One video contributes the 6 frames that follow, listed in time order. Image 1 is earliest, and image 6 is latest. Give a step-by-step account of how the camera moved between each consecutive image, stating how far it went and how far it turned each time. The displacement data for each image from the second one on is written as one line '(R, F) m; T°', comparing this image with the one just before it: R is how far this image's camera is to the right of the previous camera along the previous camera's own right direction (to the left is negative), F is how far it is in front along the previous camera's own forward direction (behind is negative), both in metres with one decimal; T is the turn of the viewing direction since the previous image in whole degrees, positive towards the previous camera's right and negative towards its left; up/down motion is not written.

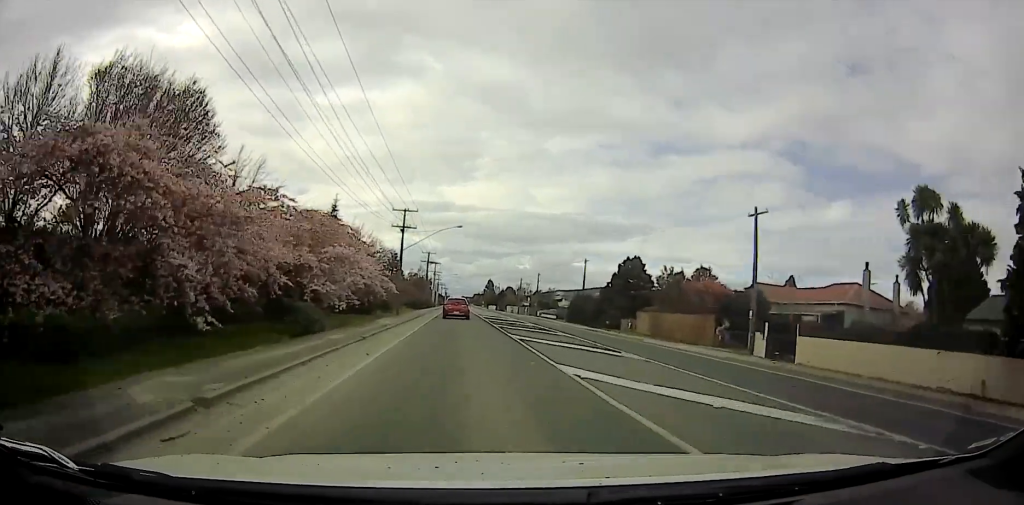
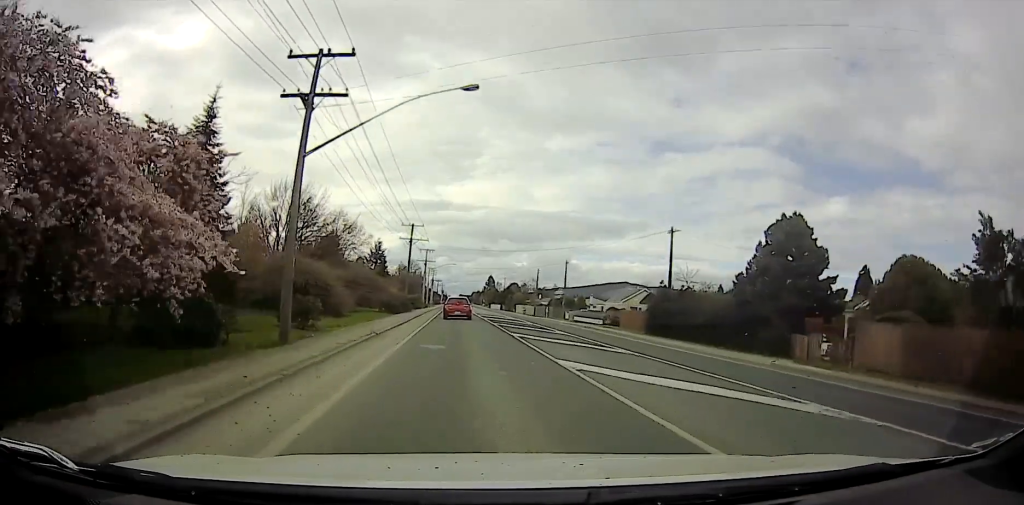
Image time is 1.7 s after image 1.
(+0.5, +32.5) m; +1°
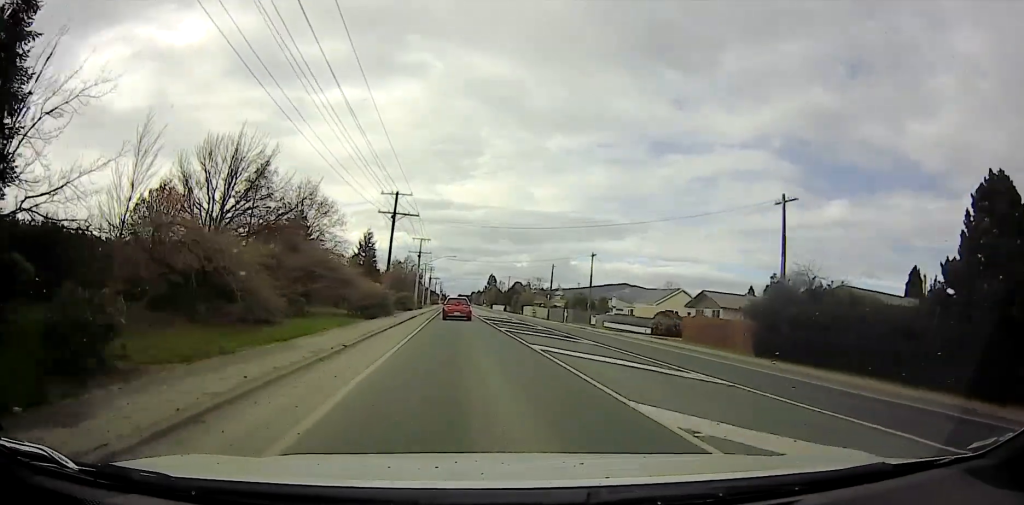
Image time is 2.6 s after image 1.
(-0.3, +17.4) m; 0°
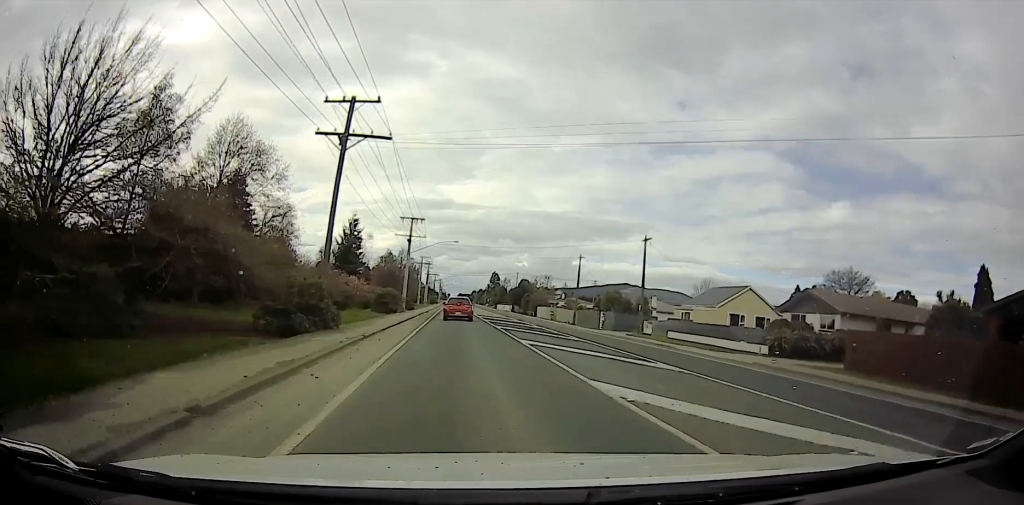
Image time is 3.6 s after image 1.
(+0.2, +20.6) m; 0°
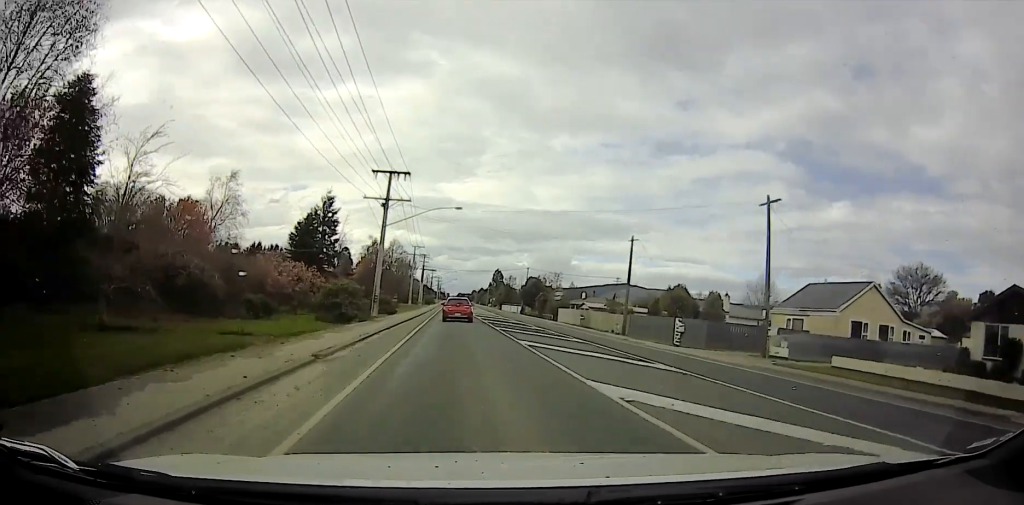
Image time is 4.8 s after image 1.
(-0.5, +23.1) m; 0°
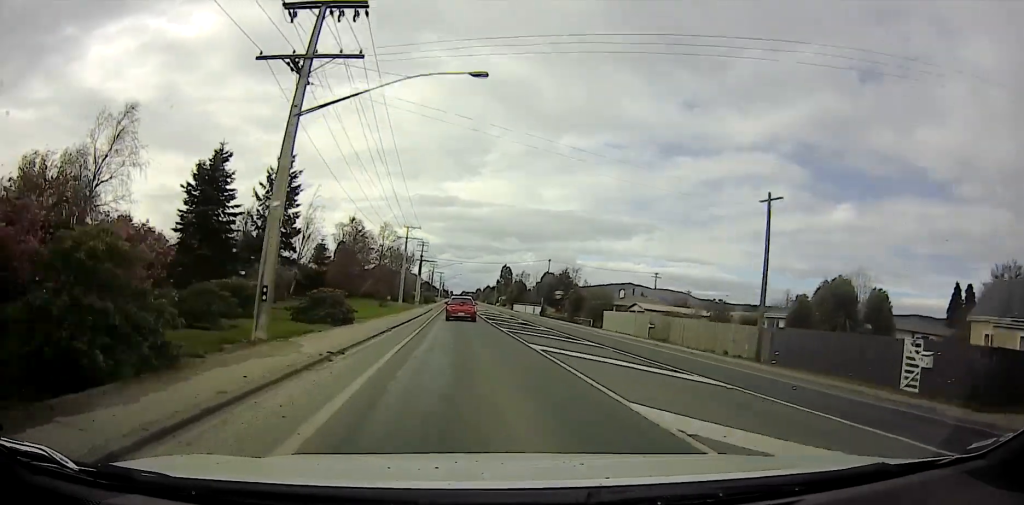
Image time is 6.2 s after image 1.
(+1.0, +25.2) m; +3°
